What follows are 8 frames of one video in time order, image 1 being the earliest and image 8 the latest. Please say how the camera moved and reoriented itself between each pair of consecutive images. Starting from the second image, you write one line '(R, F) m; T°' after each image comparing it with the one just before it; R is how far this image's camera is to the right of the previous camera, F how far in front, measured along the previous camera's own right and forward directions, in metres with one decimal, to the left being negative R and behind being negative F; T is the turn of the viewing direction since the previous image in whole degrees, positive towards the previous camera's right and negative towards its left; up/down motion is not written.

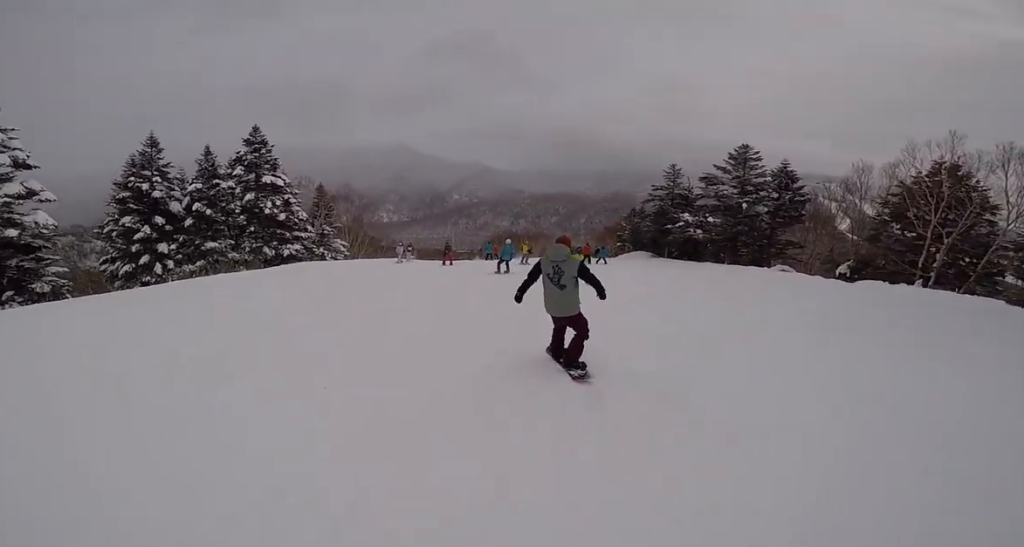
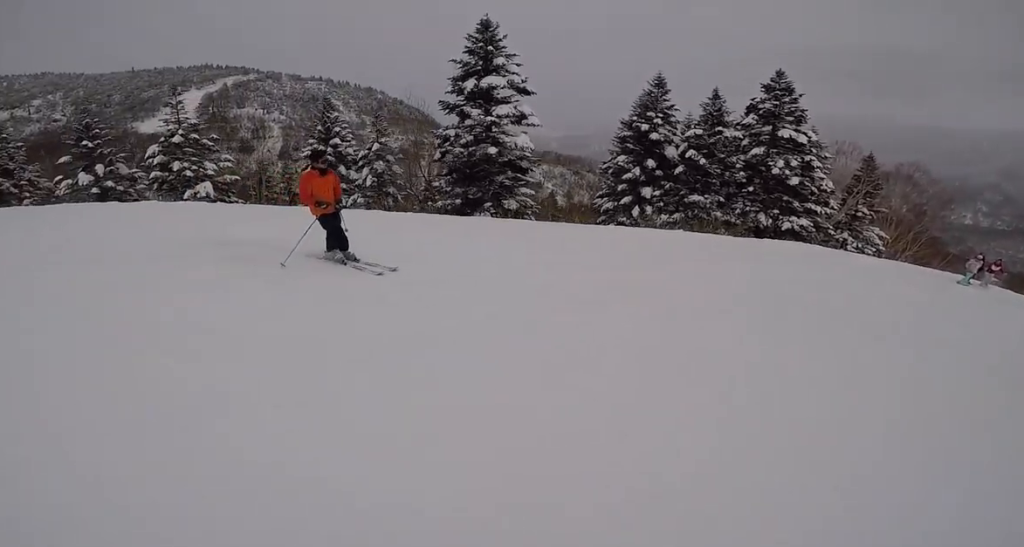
(-1.2, +3.8) m; -33°
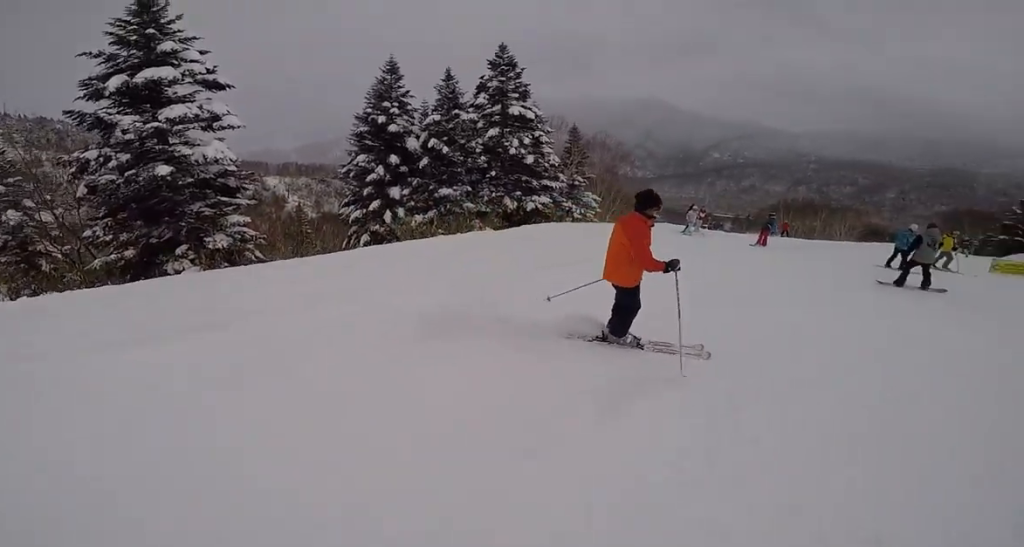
(-1.4, +5.1) m; +11°
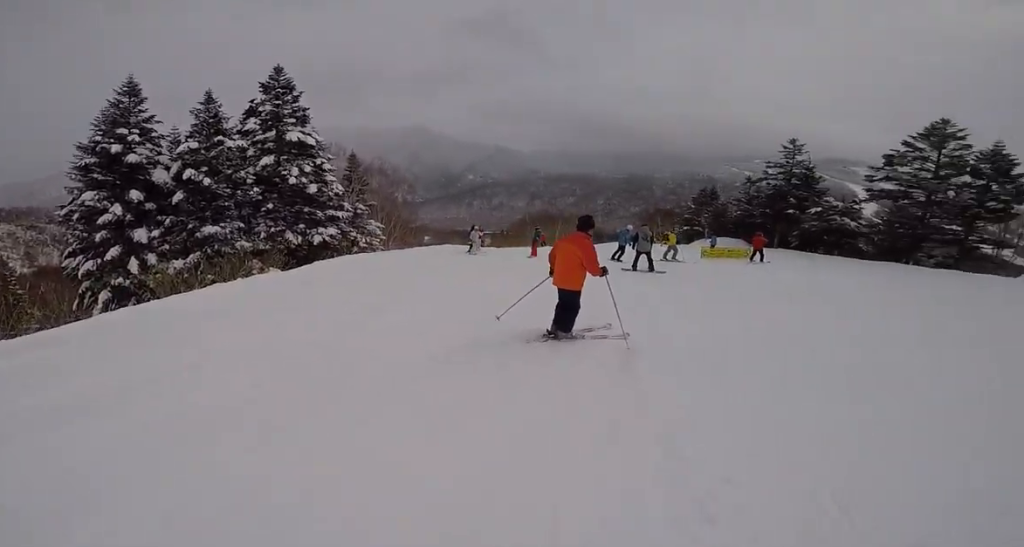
(+1.0, +1.2) m; +18°
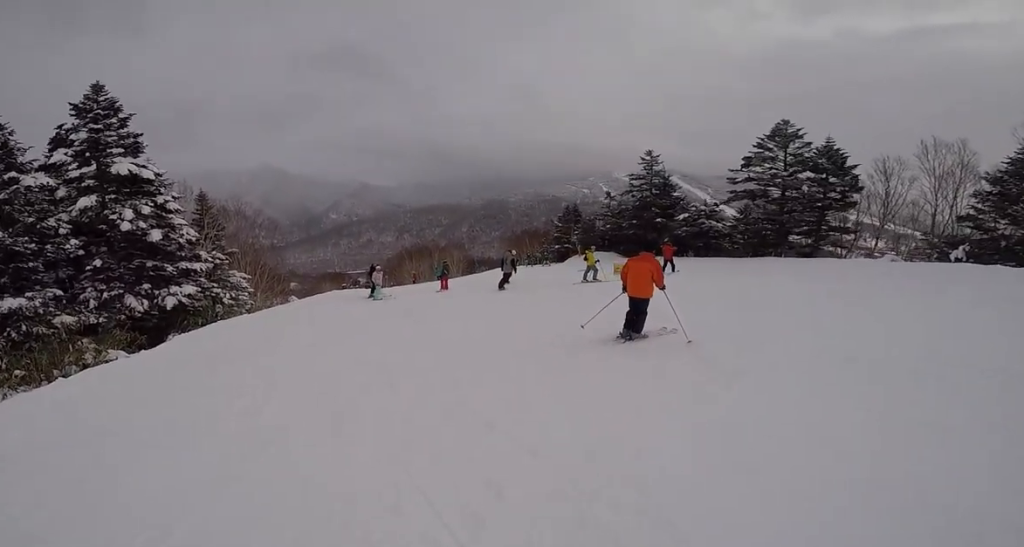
(+0.8, +2.8) m; +10°
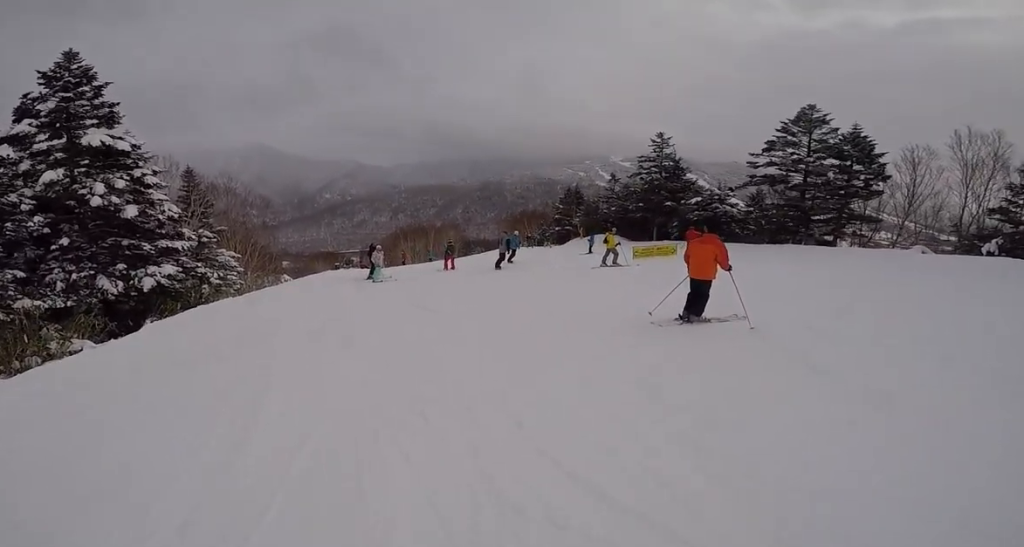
(0.0, +1.0) m; -1°
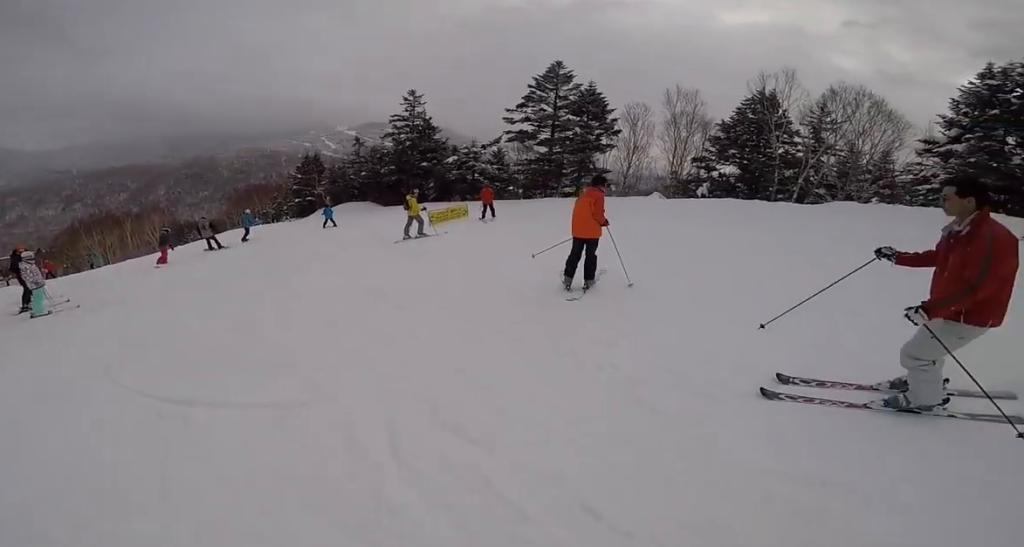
(+0.4, +3.3) m; +27°
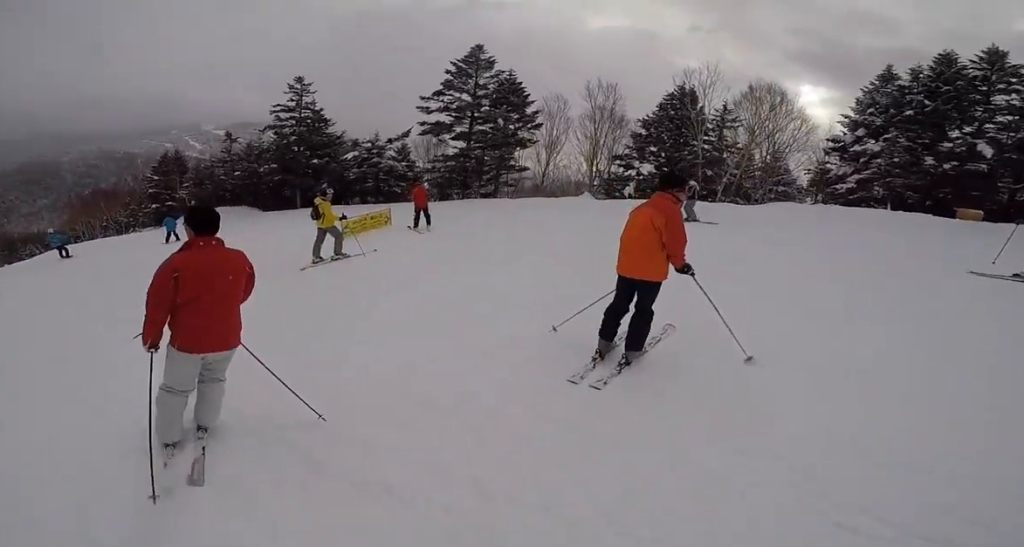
(+1.1, +3.1) m; +17°
